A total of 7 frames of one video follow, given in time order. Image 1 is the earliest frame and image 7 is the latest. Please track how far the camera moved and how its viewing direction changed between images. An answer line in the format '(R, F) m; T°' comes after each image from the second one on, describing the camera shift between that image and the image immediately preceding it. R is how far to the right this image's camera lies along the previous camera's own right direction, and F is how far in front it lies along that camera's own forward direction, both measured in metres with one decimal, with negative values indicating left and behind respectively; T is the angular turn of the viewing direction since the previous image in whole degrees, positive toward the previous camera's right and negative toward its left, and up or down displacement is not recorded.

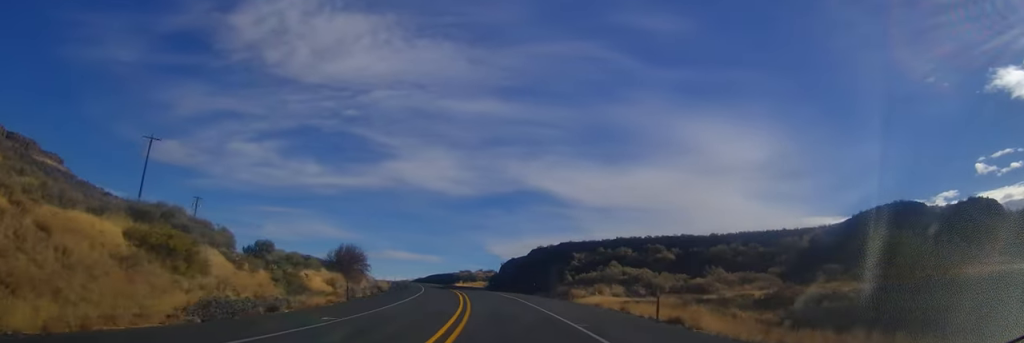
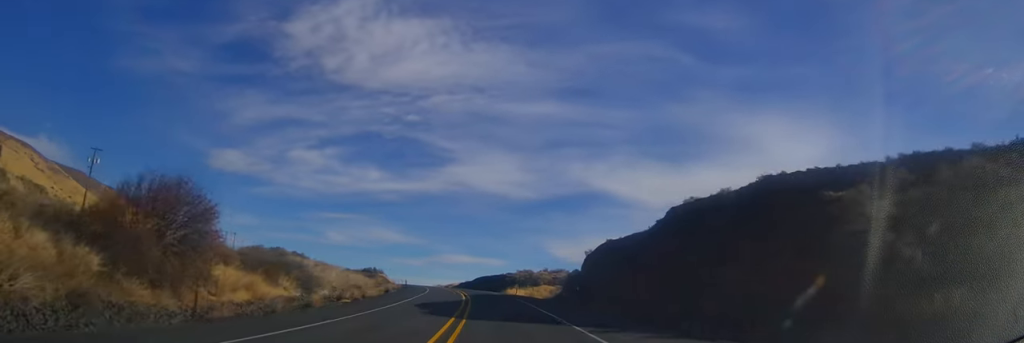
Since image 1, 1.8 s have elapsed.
(-3.2, +51.6) m; -7°
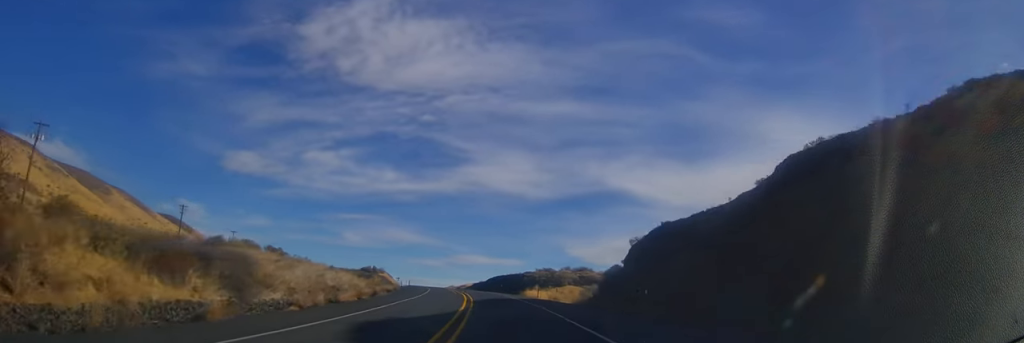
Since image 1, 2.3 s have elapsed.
(-0.4, +14.5) m; -2°
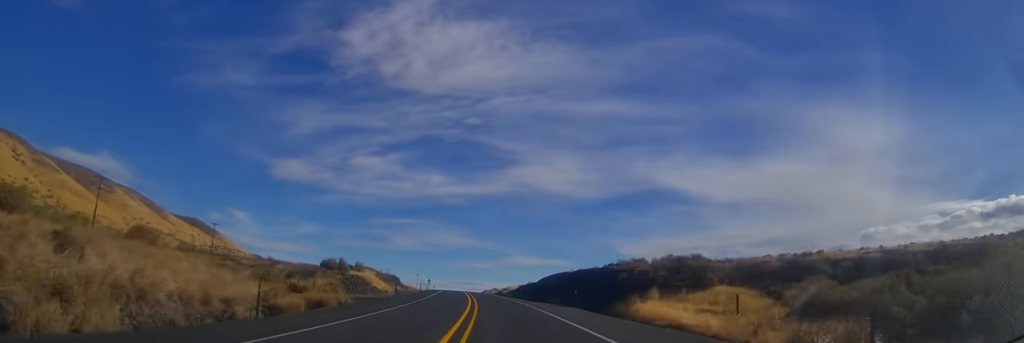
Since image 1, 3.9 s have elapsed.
(-2.1, +46.4) m; -5°
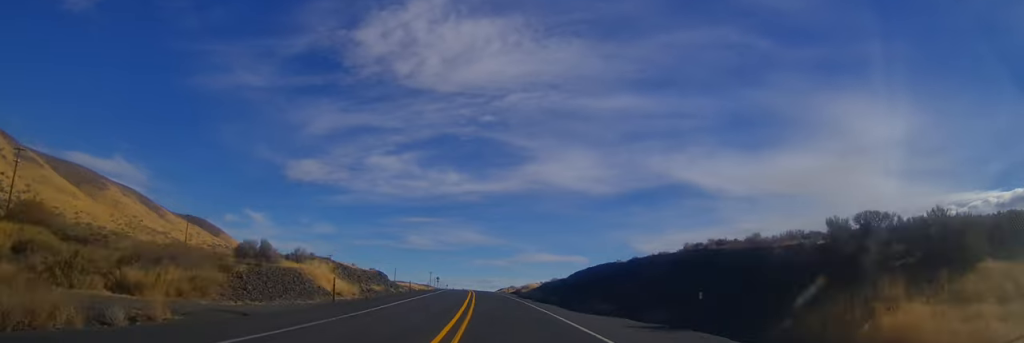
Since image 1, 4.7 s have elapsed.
(-0.6, +23.3) m; -2°
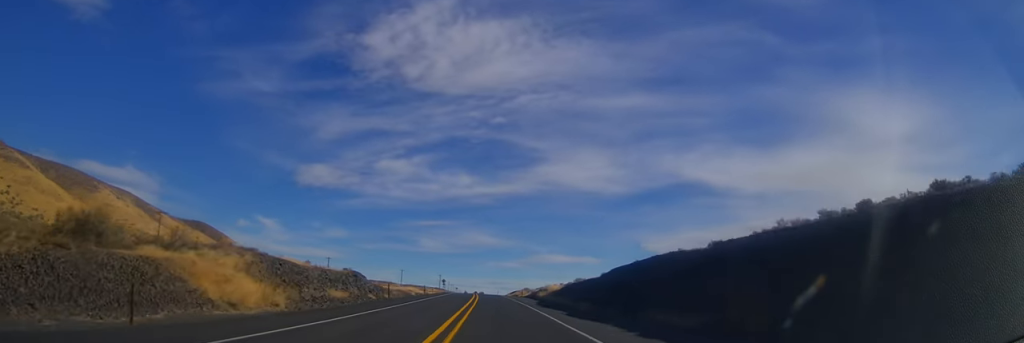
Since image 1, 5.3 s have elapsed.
(+0.3, +17.6) m; -1°
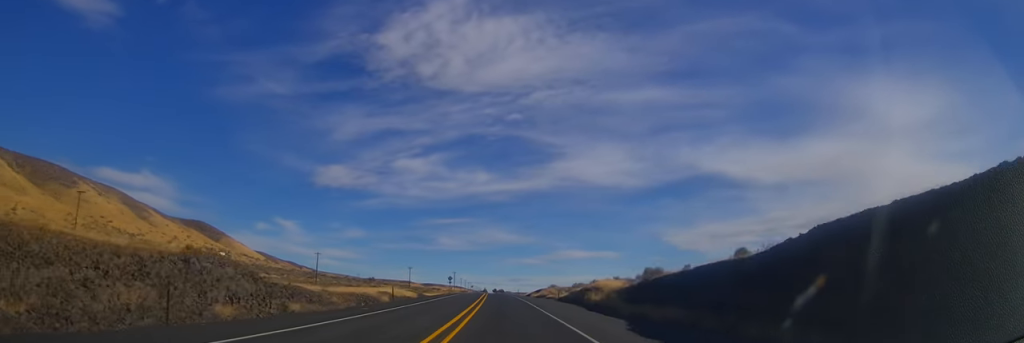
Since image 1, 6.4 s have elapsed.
(-1.4, +33.4) m; -3°
